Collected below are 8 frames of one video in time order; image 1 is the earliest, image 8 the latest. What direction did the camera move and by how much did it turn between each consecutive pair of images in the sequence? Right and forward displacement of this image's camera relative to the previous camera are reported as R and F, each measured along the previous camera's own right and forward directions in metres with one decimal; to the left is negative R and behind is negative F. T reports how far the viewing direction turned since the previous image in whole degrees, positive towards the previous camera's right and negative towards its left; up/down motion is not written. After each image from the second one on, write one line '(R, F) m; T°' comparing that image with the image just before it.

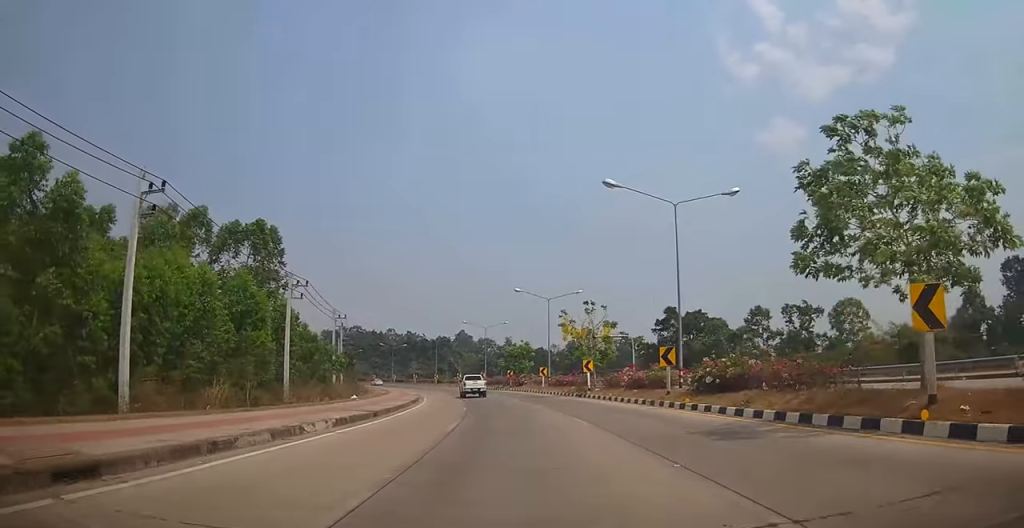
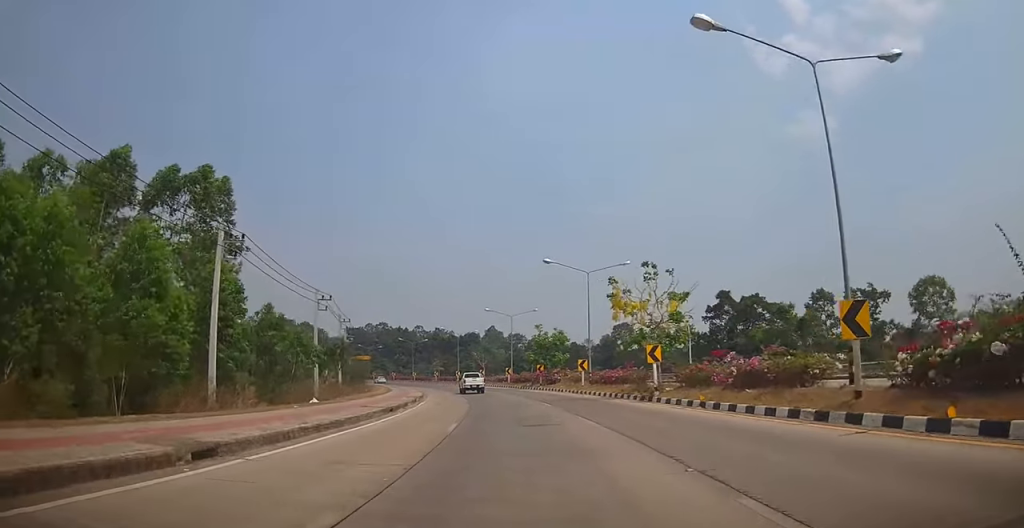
(+0.1, +12.6) m; -2°
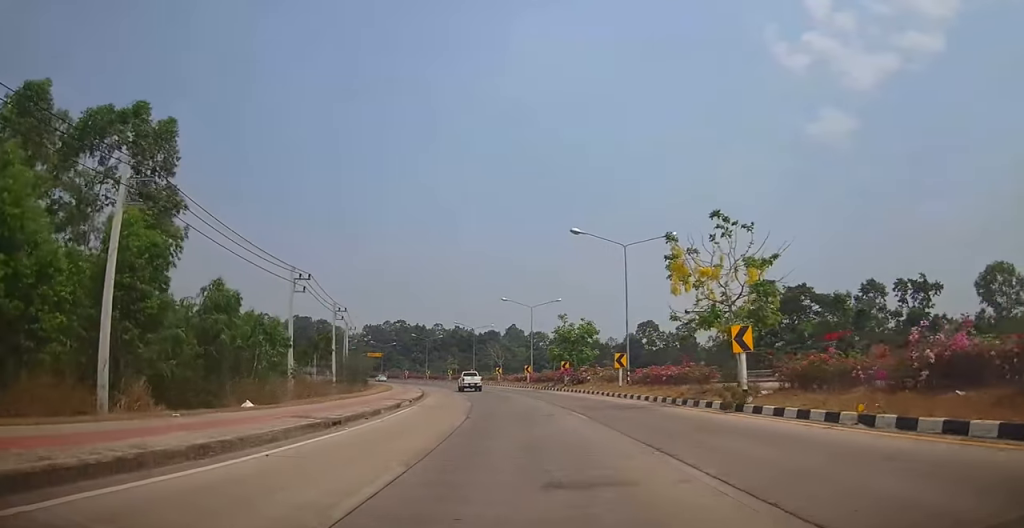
(-0.4, +8.7) m; -2°
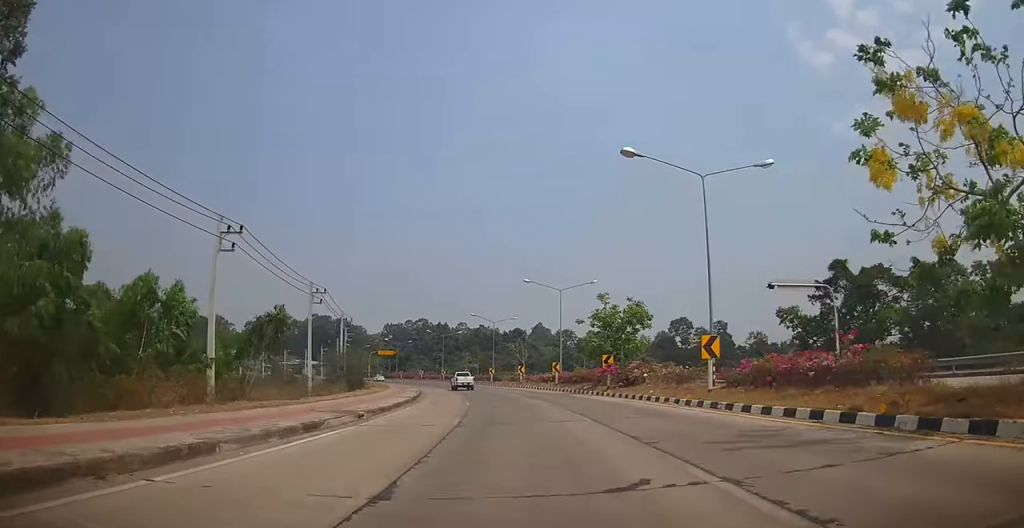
(-0.3, +12.6) m; -2°
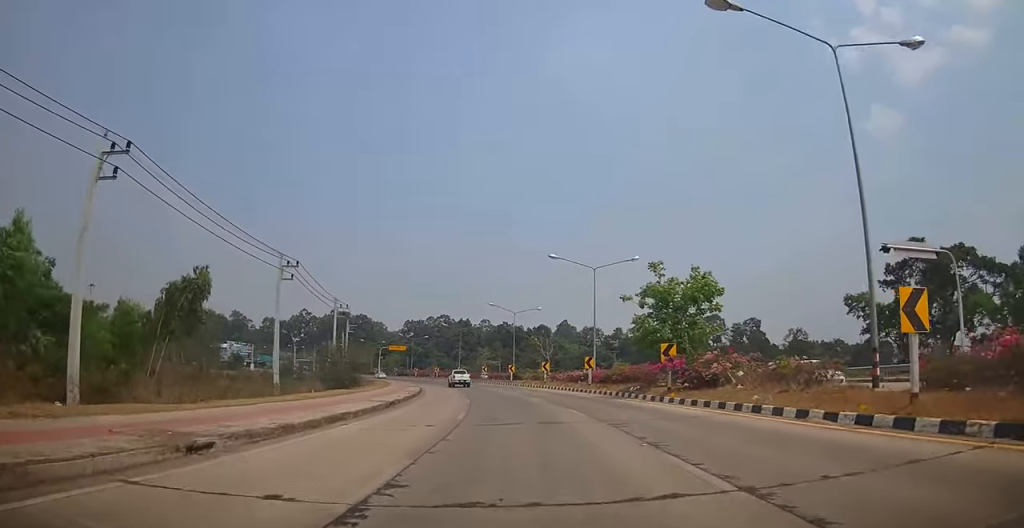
(+0.2, +10.1) m; -2°
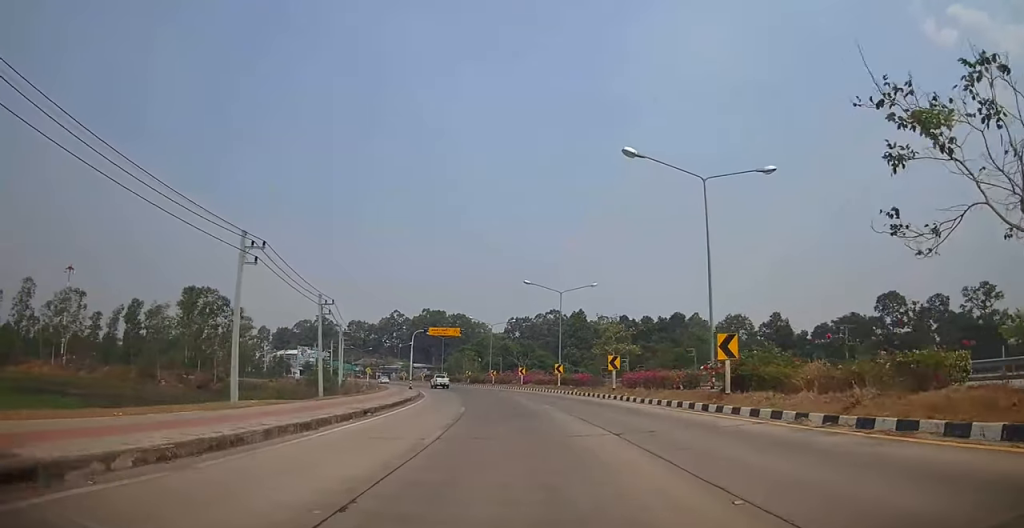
(-5.0, +48.8) m; -11°
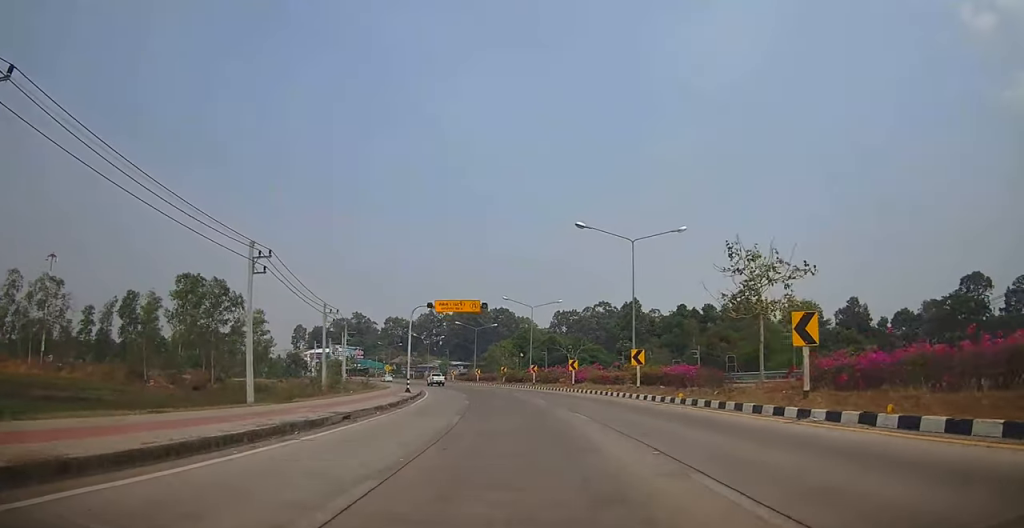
(-0.3, +18.2) m; -4°
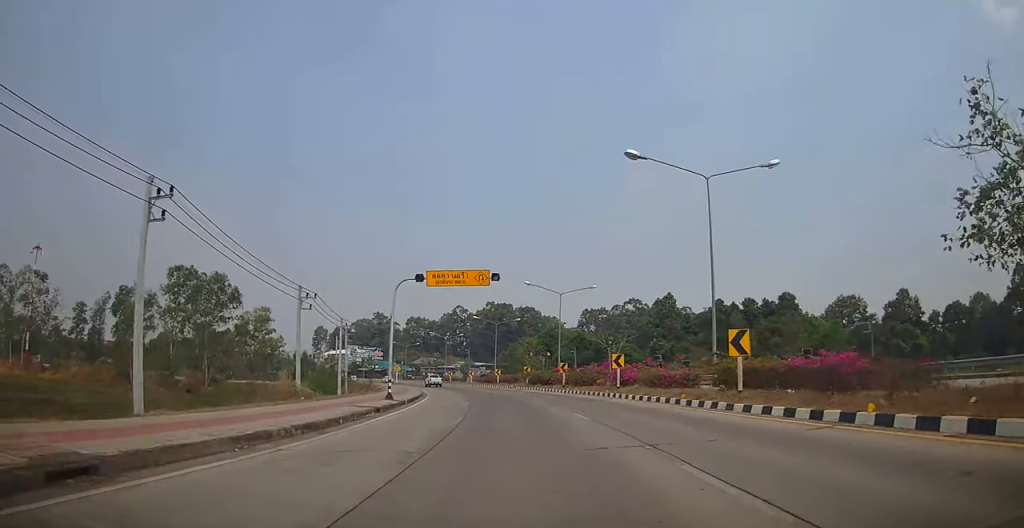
(-0.4, +10.8) m; -4°
